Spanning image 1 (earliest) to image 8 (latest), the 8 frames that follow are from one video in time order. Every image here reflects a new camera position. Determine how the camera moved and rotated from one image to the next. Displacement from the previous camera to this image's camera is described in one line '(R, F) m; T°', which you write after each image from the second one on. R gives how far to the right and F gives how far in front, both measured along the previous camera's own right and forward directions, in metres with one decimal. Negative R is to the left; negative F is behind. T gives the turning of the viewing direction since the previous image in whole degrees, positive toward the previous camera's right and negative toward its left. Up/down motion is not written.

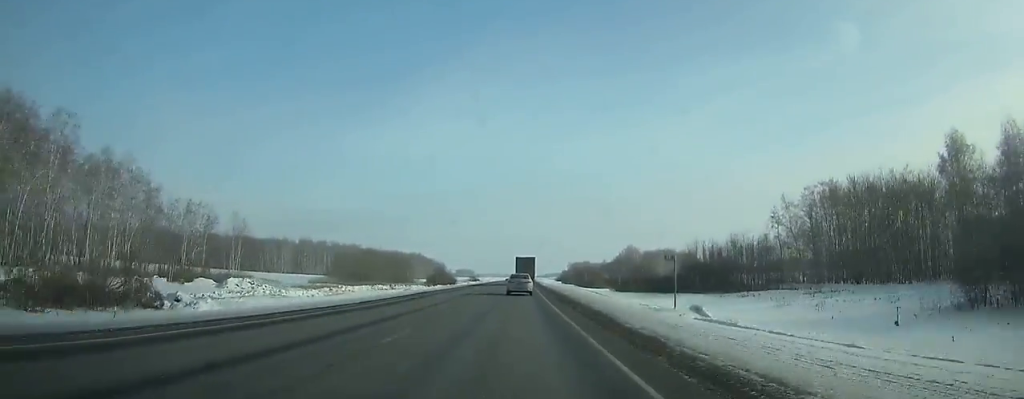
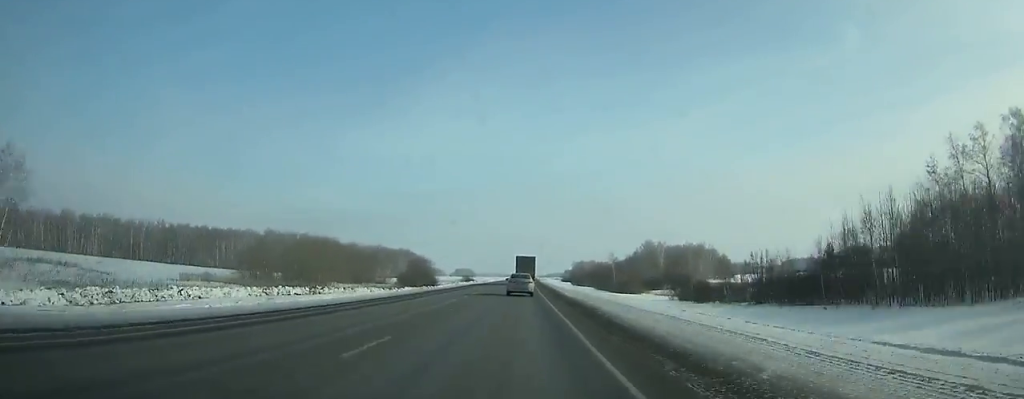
(0.0, +50.0) m; 0°
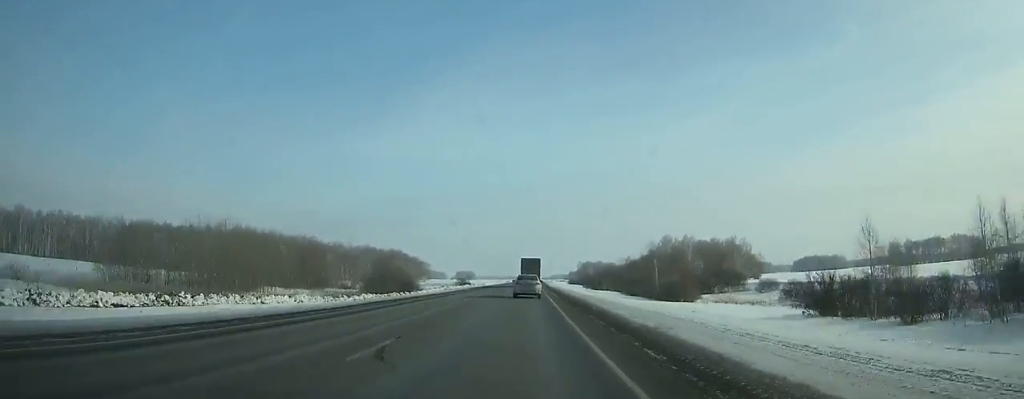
(+0.1, +36.4) m; 0°
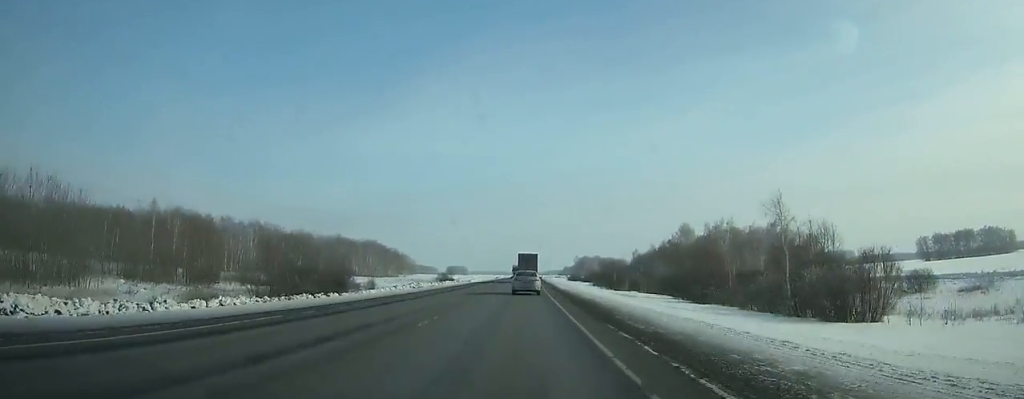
(0.0, +43.3) m; +1°
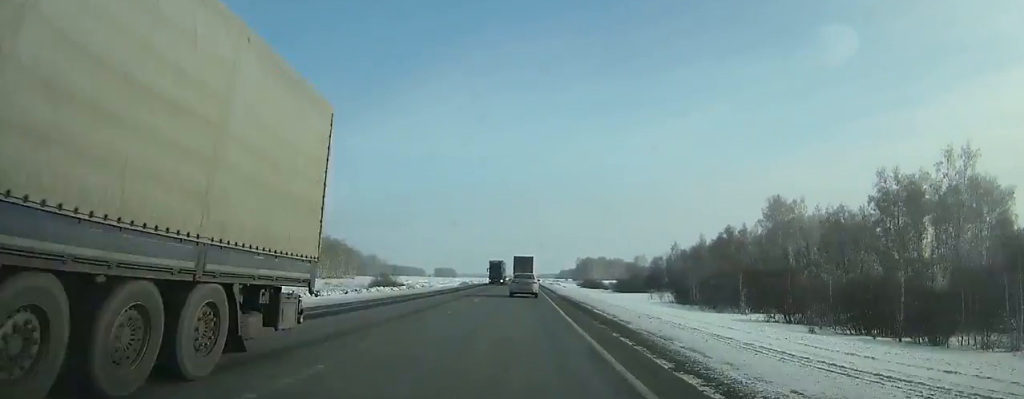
(+0.5, +93.6) m; 0°
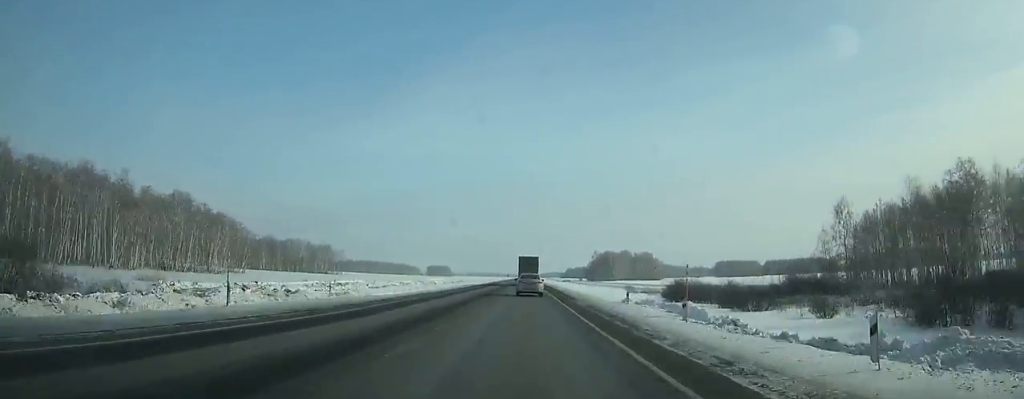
(0.0, +116.2) m; 0°
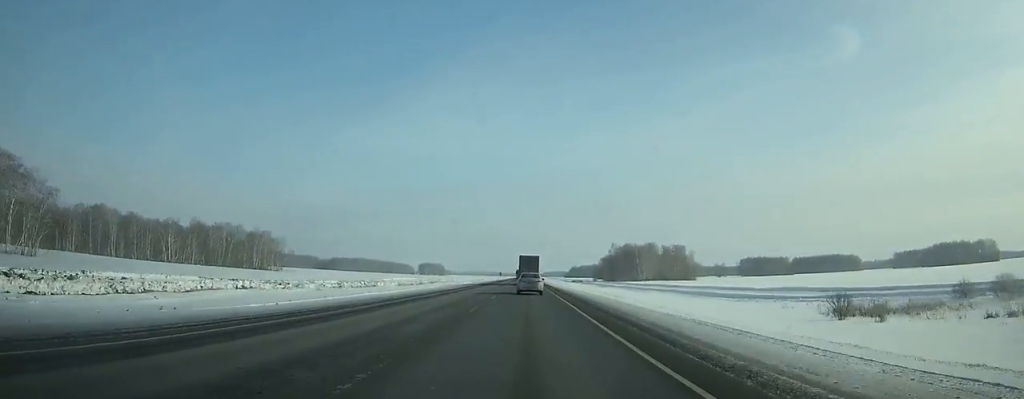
(-0.1, +88.2) m; 0°
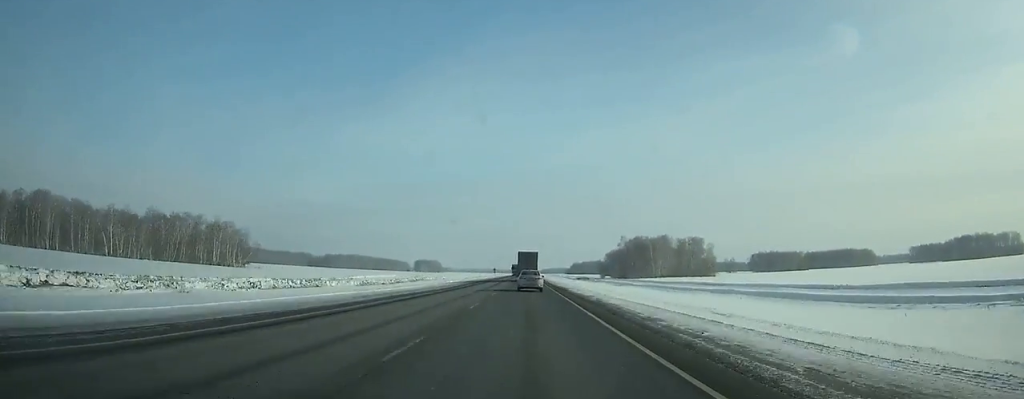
(-0.1, +36.2) m; 0°
